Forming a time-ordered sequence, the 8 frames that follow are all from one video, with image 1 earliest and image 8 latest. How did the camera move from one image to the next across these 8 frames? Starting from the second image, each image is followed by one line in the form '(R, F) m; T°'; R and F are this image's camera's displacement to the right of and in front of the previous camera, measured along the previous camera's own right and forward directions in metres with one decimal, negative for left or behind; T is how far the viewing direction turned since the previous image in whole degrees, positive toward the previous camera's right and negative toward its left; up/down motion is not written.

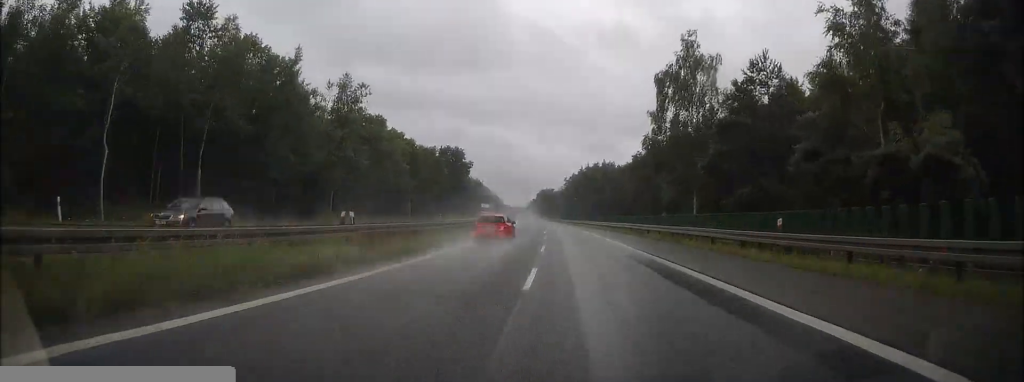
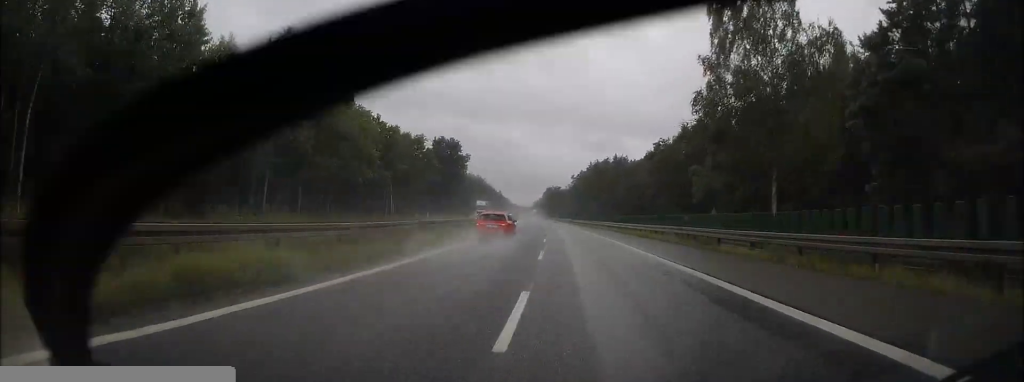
(-0.2, +17.2) m; -1°
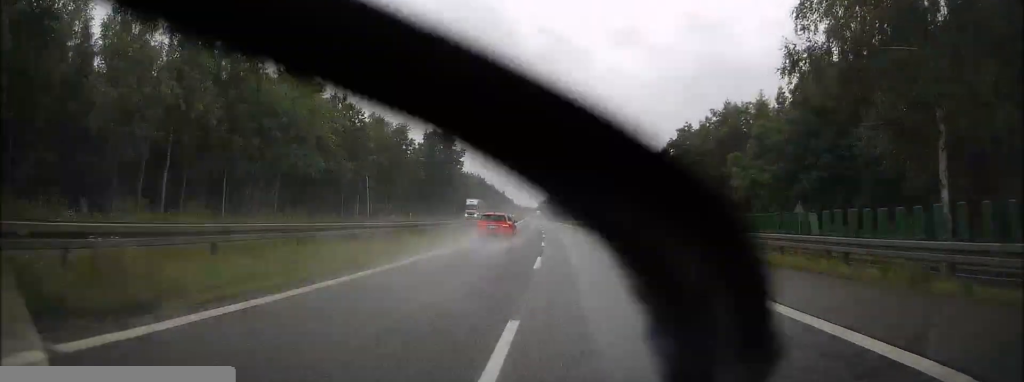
(0.0, +15.0) m; -1°
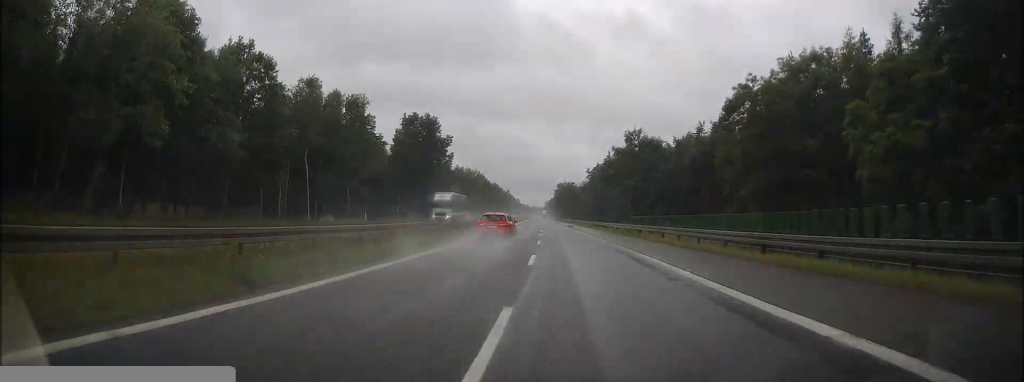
(-0.3, +23.2) m; -1°
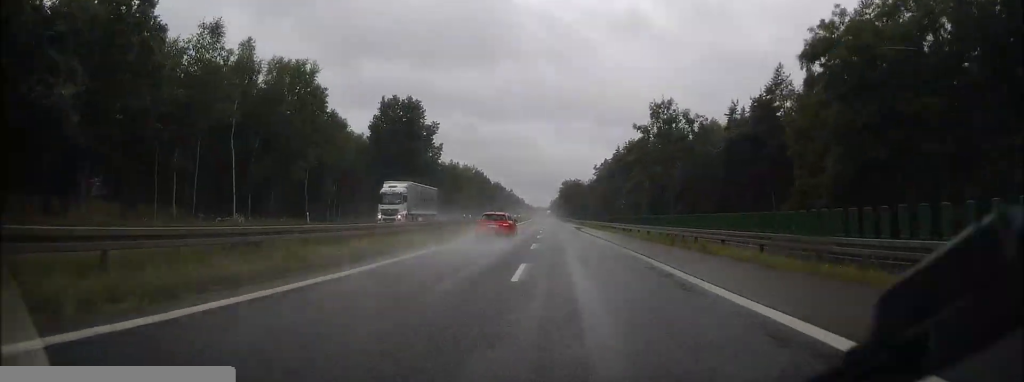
(-0.1, +16.3) m; 0°
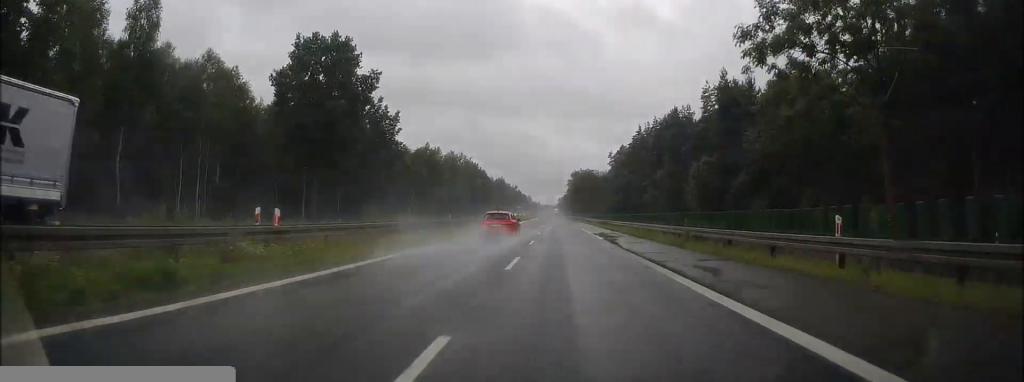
(-0.1, +33.9) m; -1°
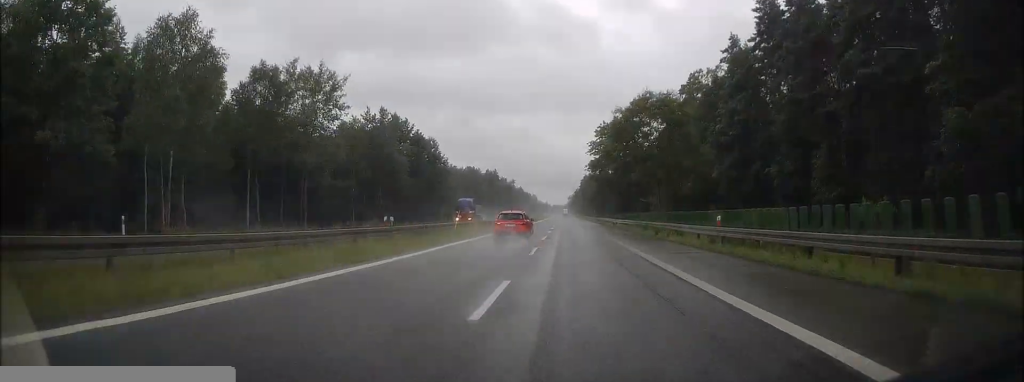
(-0.2, +89.9) m; 0°
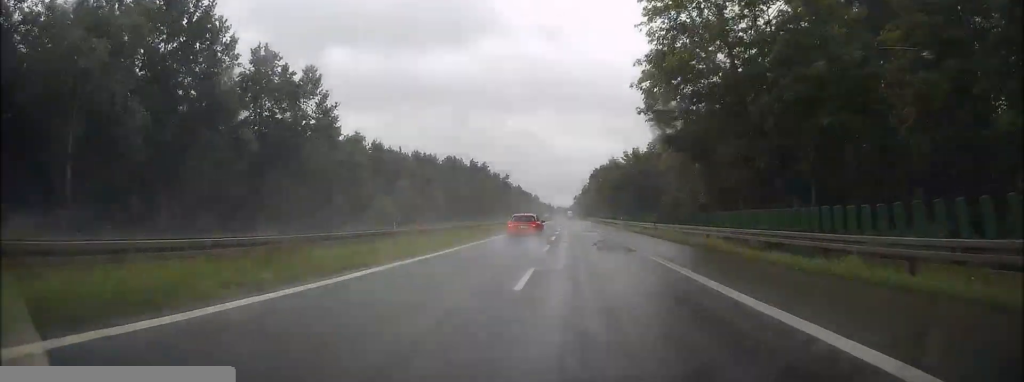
(-0.2, +56.2) m; -1°
